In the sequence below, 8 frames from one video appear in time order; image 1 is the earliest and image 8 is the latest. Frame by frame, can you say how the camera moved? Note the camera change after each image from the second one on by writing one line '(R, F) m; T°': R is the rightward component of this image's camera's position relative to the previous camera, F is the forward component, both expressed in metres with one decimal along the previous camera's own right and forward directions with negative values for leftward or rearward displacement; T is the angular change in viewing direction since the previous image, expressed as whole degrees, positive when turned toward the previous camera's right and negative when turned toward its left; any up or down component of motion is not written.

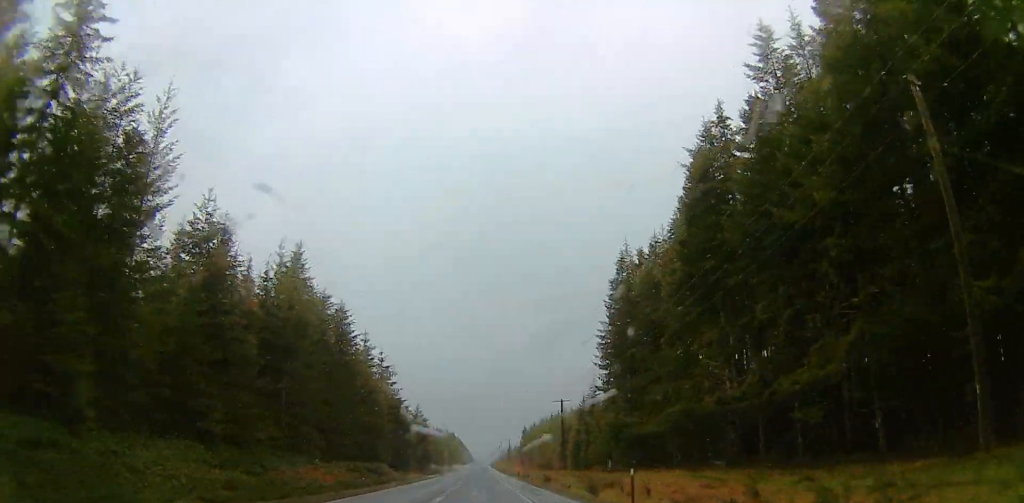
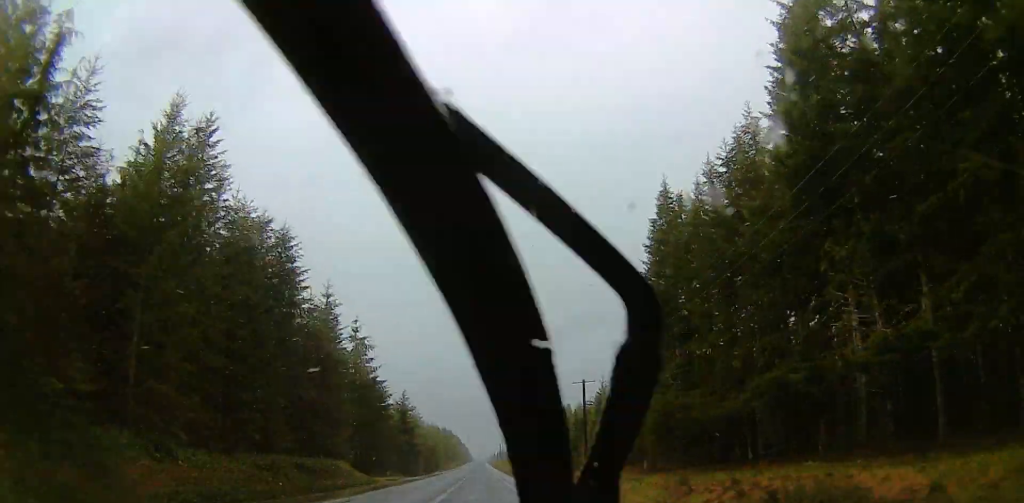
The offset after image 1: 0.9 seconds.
(0.0, +22.9) m; 0°
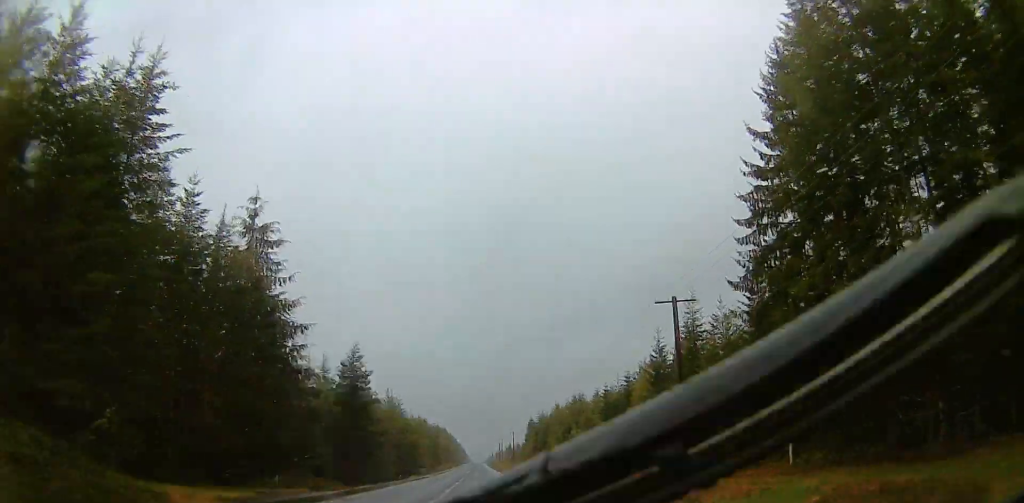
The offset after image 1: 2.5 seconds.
(0.0, +42.1) m; 0°
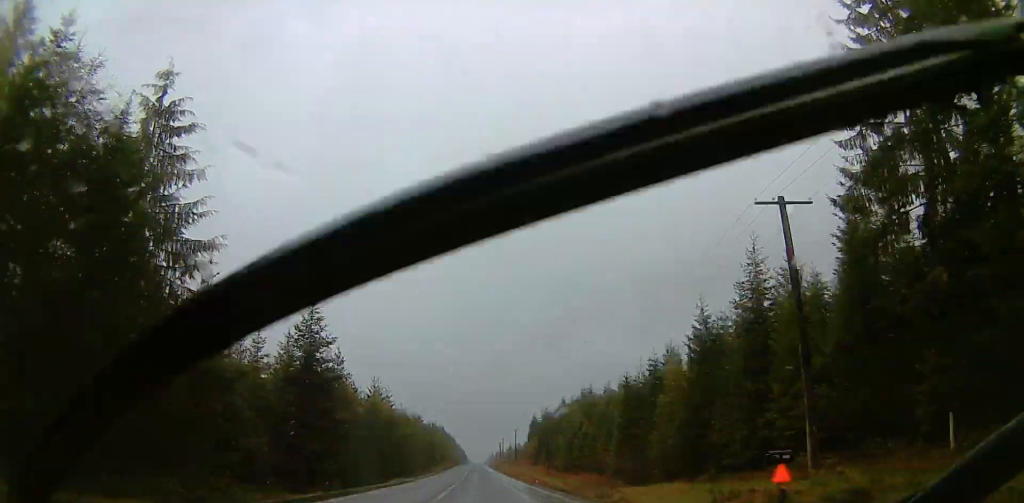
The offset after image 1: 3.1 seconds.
(0.0, +17.5) m; 0°
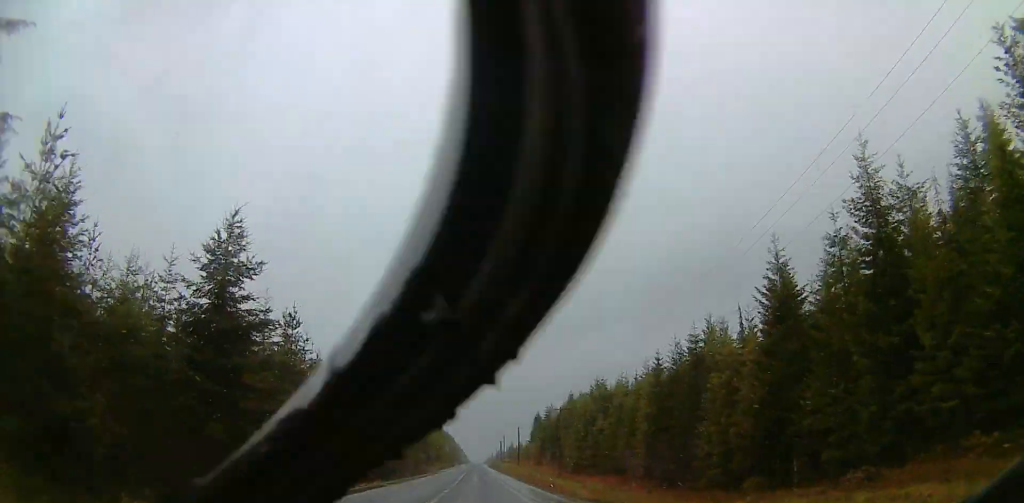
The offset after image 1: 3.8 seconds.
(0.0, +18.3) m; 0°
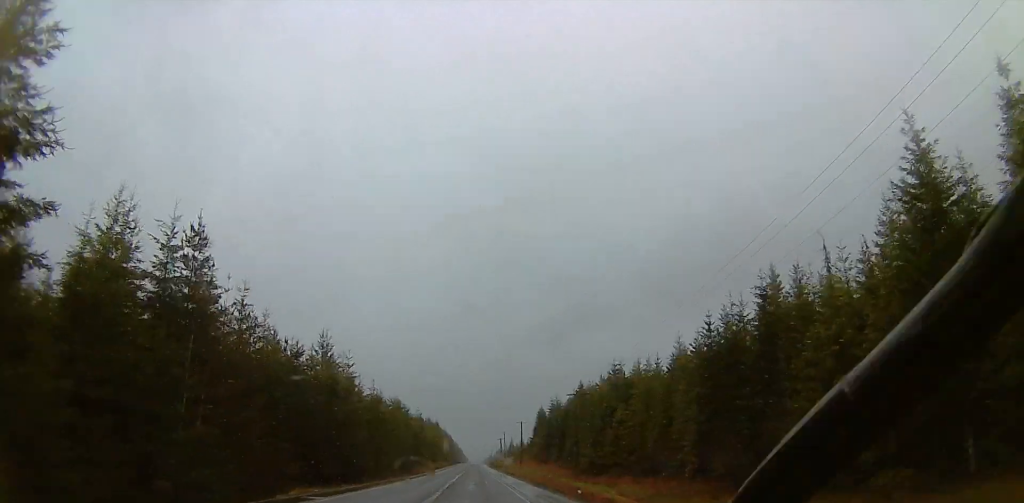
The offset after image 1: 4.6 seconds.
(0.0, +20.0) m; 0°
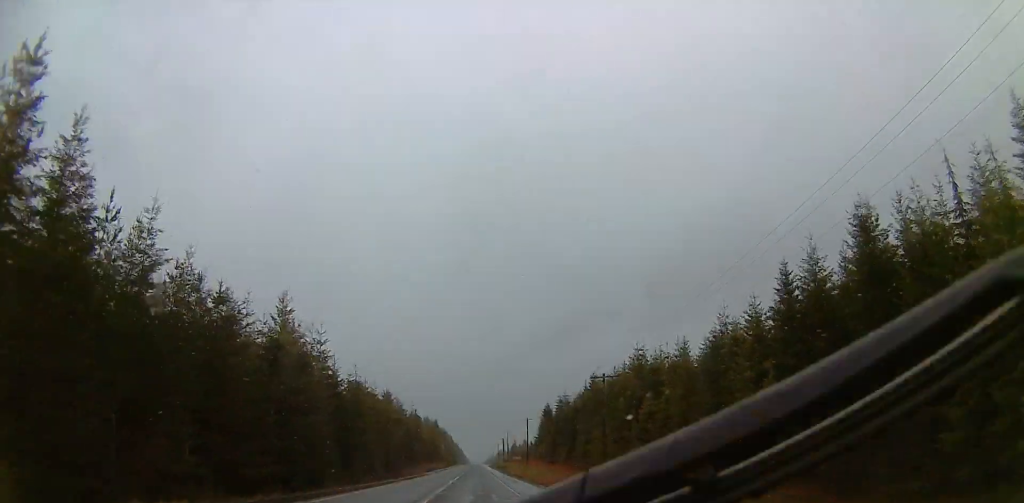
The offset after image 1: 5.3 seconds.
(0.0, +17.3) m; 0°
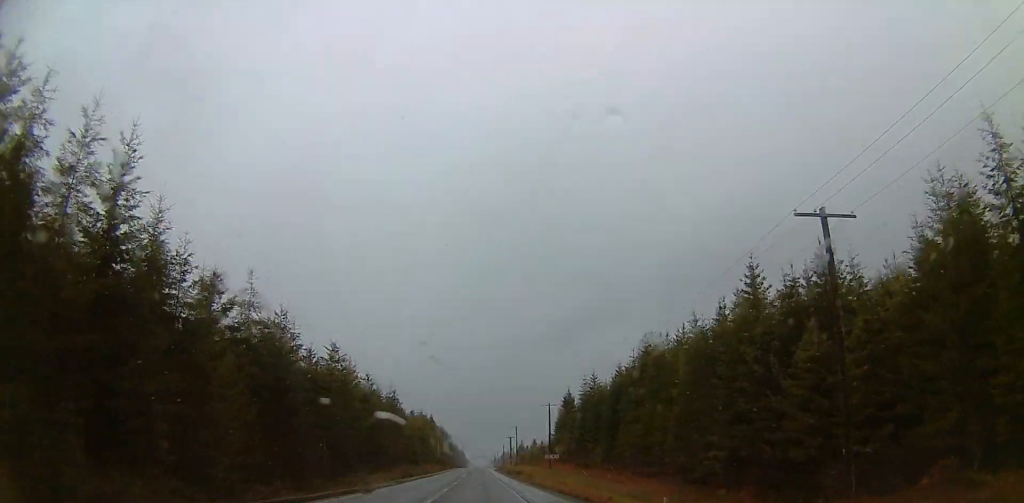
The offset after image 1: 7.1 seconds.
(0.0, +45.7) m; 0°
